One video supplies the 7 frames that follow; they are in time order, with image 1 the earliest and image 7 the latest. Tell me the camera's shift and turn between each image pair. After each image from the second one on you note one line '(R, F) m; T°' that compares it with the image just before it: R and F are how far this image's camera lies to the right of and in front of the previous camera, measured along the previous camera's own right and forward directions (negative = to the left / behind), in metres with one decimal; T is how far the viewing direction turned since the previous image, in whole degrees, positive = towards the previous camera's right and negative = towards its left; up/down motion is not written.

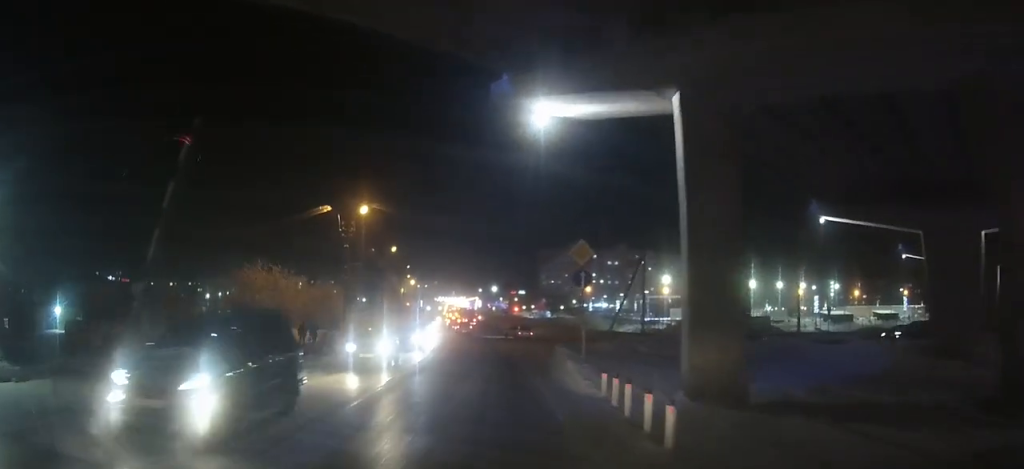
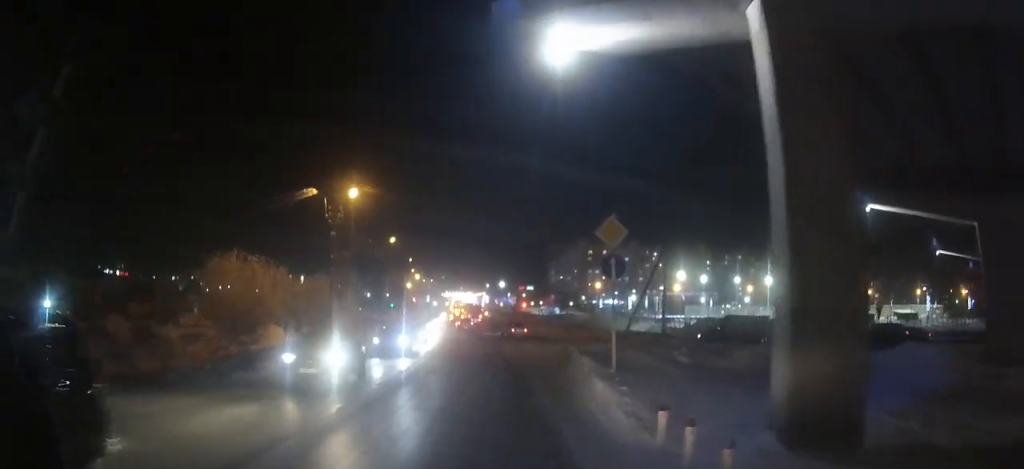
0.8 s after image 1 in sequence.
(-0.2, +4.8) m; +1°
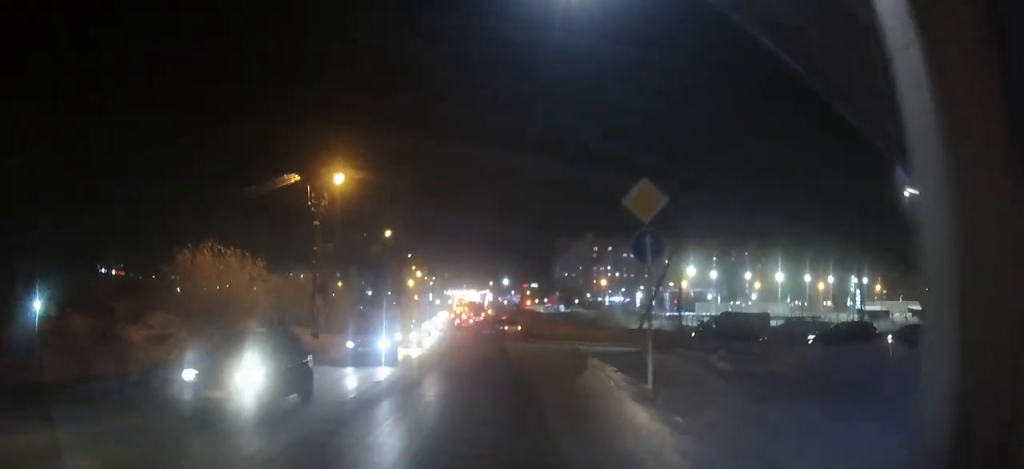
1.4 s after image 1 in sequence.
(+0.1, +3.8) m; +2°
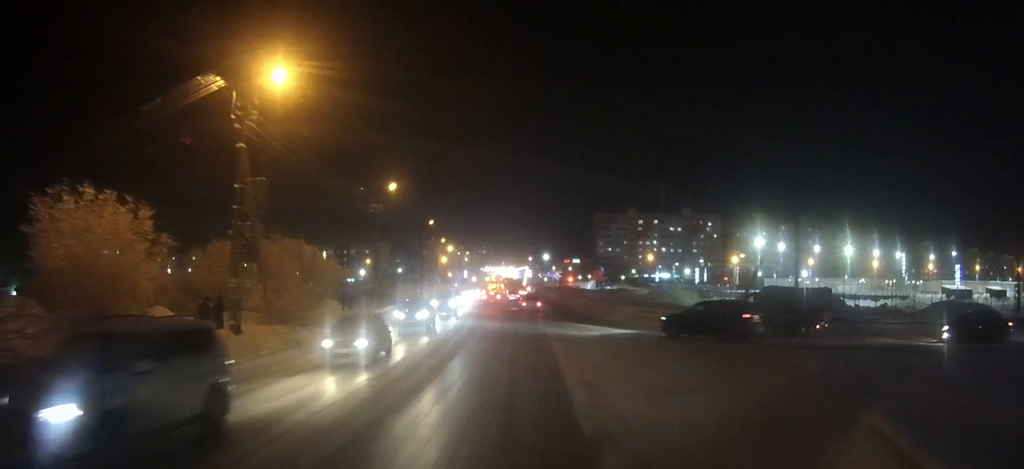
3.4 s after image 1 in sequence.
(+0.5, +14.5) m; 0°
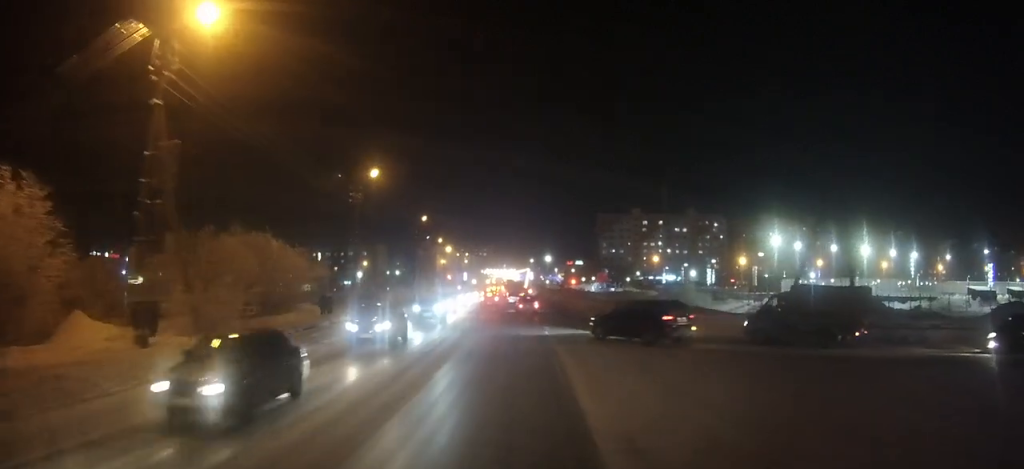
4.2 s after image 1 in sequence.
(-0.1, +6.1) m; -1°
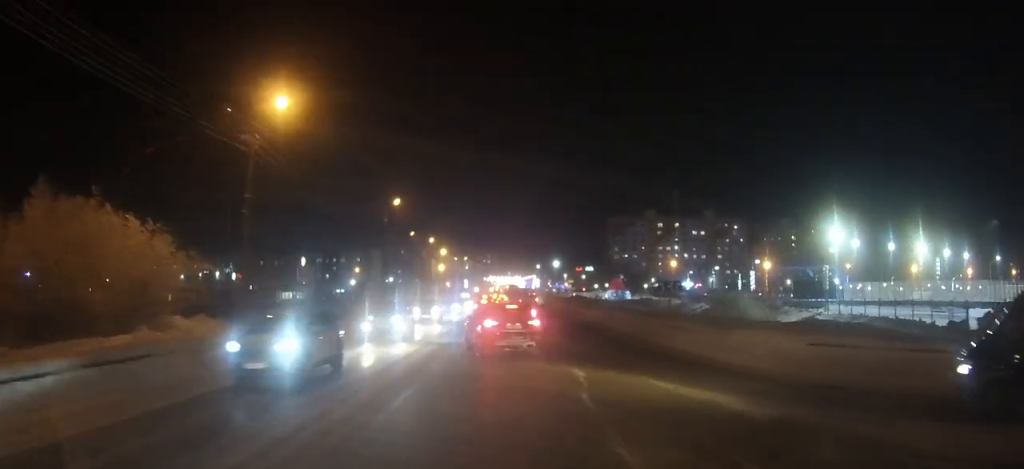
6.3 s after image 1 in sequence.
(-0.2, +17.8) m; 0°
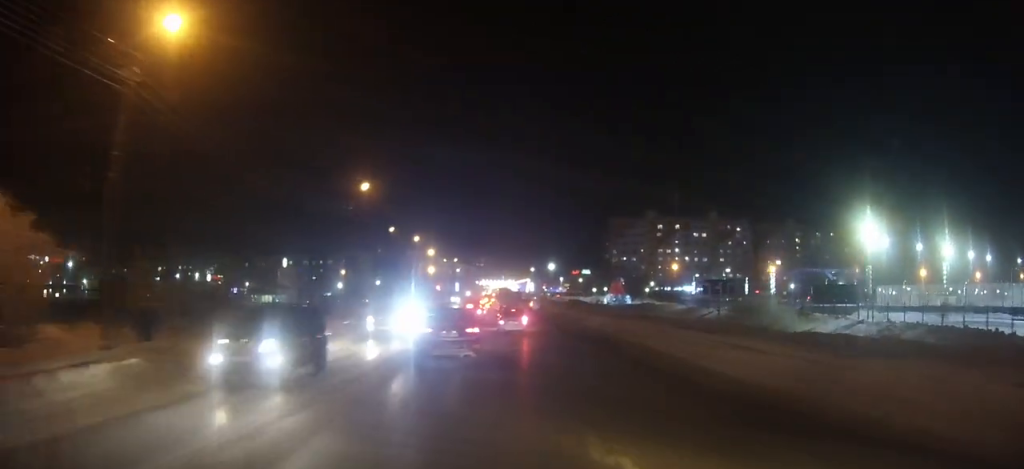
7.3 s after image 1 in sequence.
(0.0, +9.1) m; +1°
